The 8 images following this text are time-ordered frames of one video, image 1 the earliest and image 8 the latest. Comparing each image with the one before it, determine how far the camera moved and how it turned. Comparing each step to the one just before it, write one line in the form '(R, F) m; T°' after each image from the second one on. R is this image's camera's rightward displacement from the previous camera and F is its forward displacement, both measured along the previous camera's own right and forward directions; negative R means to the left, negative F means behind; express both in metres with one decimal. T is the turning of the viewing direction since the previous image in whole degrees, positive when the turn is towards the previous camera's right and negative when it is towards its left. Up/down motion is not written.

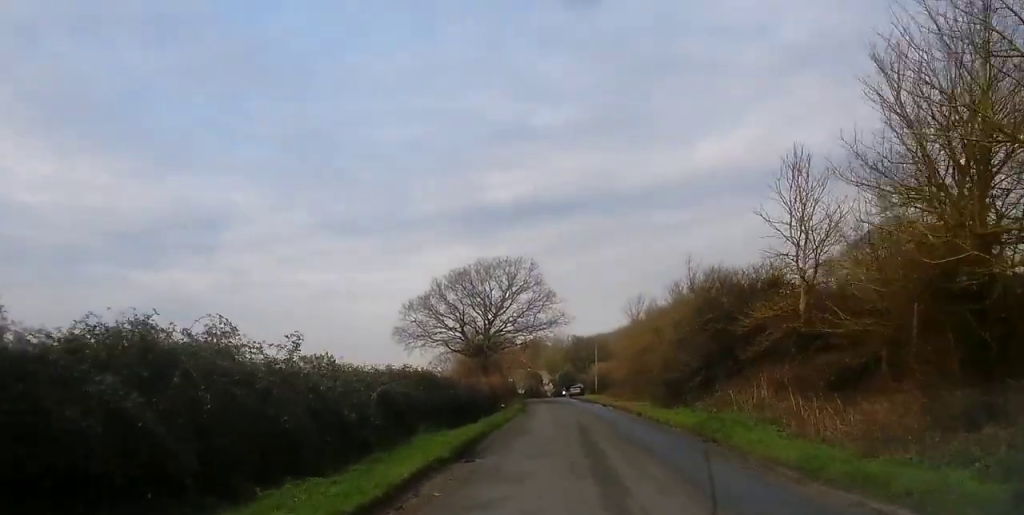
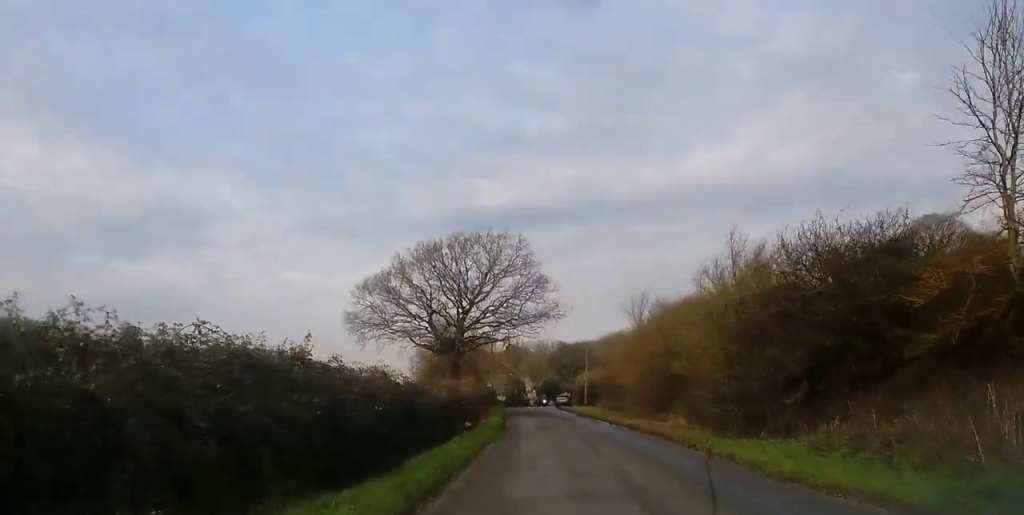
(+0.5, +12.1) m; +3°
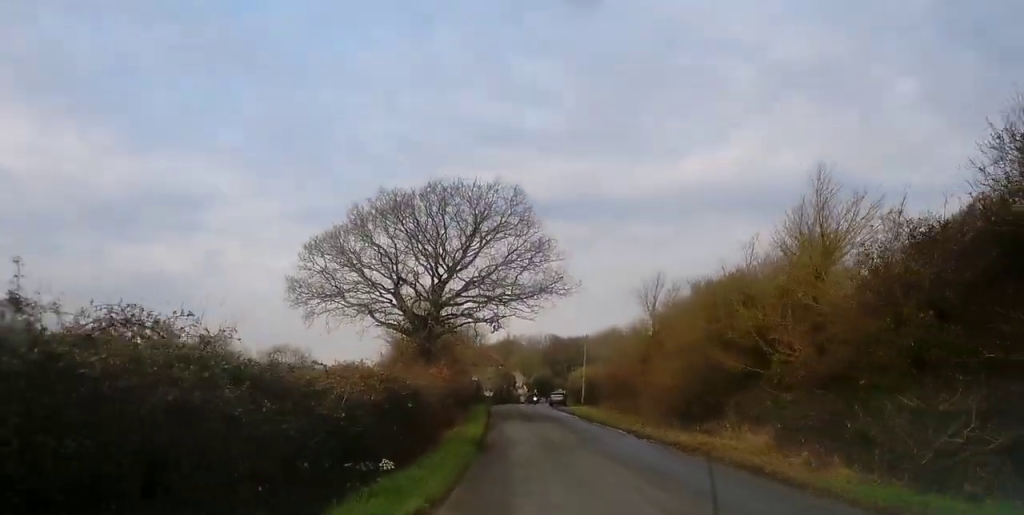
(+0.1, +10.5) m; 0°
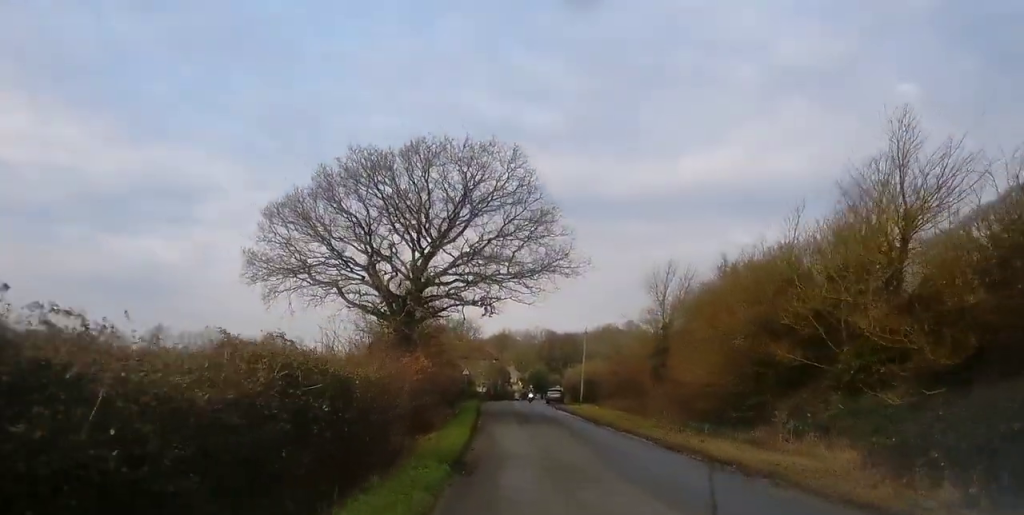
(+0.1, +5.5) m; -1°
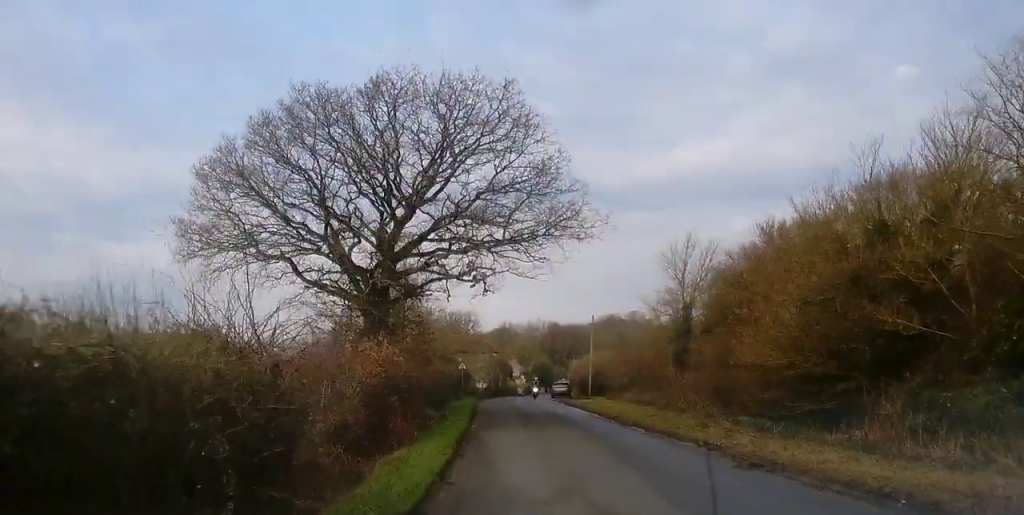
(-0.1, +6.4) m; 0°
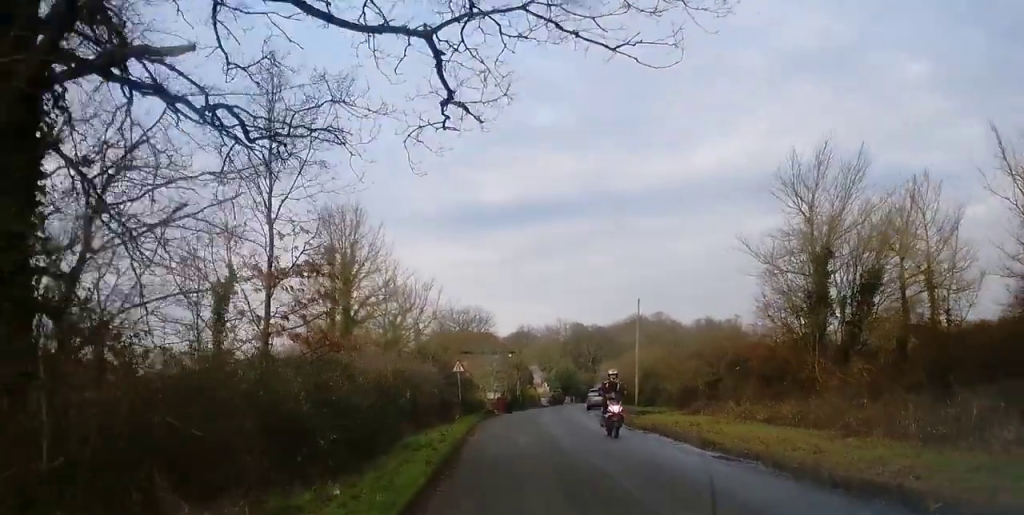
(+0.1, +19.4) m; 0°
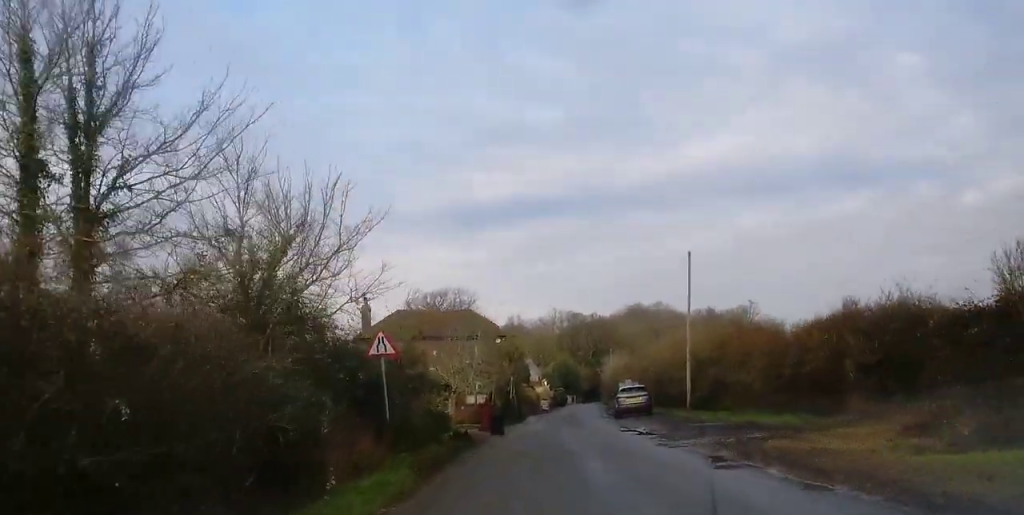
(0.0, +19.7) m; +1°
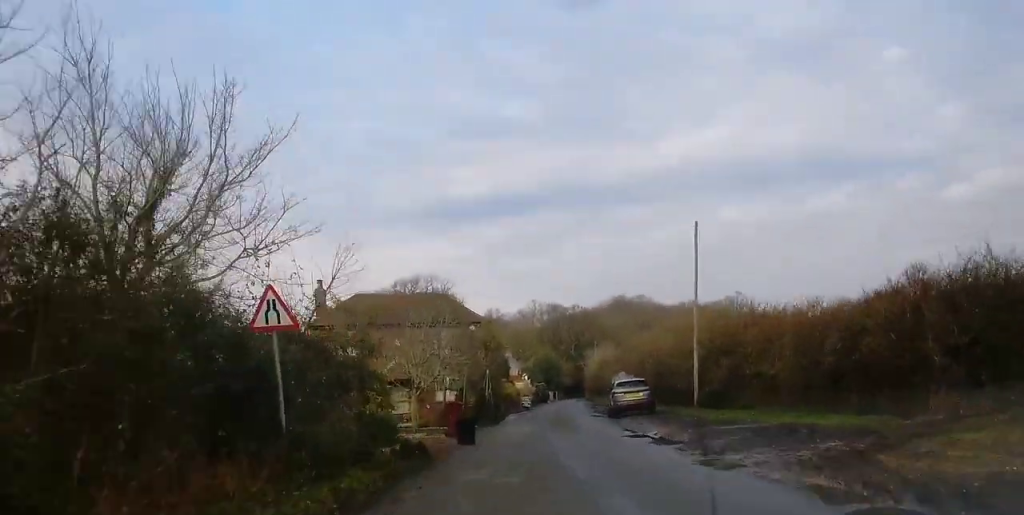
(0.0, +6.0) m; +1°
